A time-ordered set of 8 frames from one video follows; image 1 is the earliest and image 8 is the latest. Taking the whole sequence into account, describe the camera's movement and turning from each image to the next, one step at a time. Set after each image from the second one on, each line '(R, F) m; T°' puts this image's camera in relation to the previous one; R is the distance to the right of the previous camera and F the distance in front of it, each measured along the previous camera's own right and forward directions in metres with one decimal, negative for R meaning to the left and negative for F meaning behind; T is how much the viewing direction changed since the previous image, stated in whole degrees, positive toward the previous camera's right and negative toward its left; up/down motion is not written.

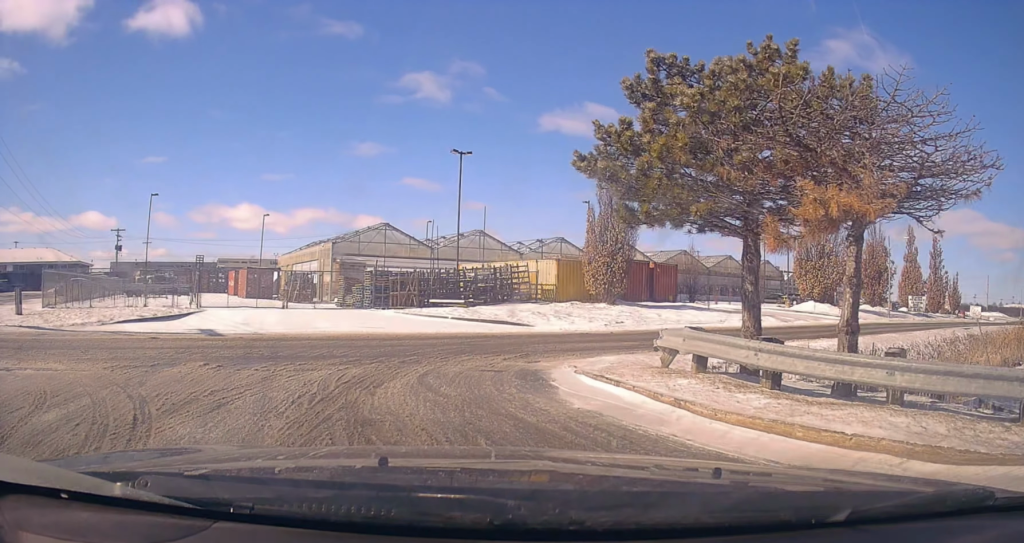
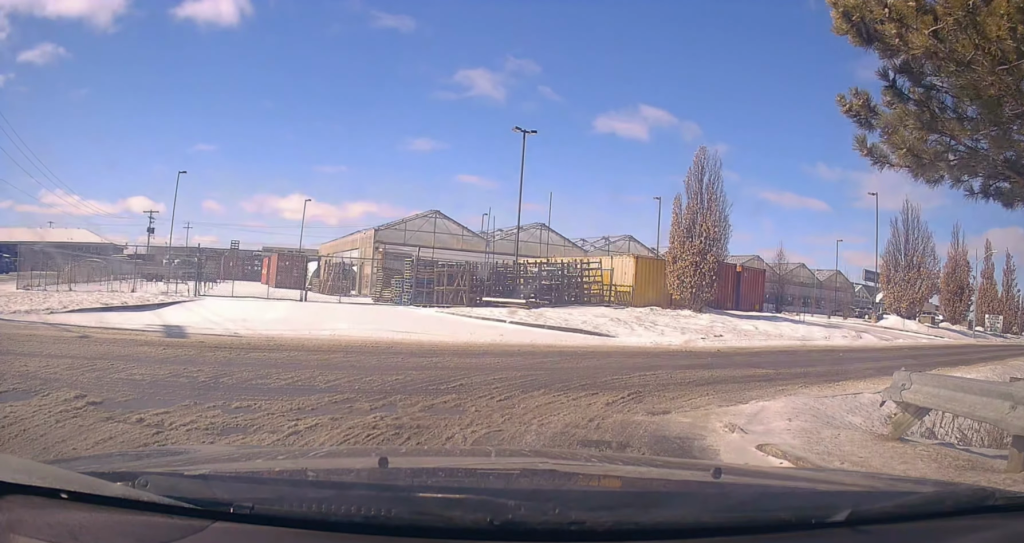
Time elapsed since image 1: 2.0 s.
(+0.2, +5.7) m; +5°
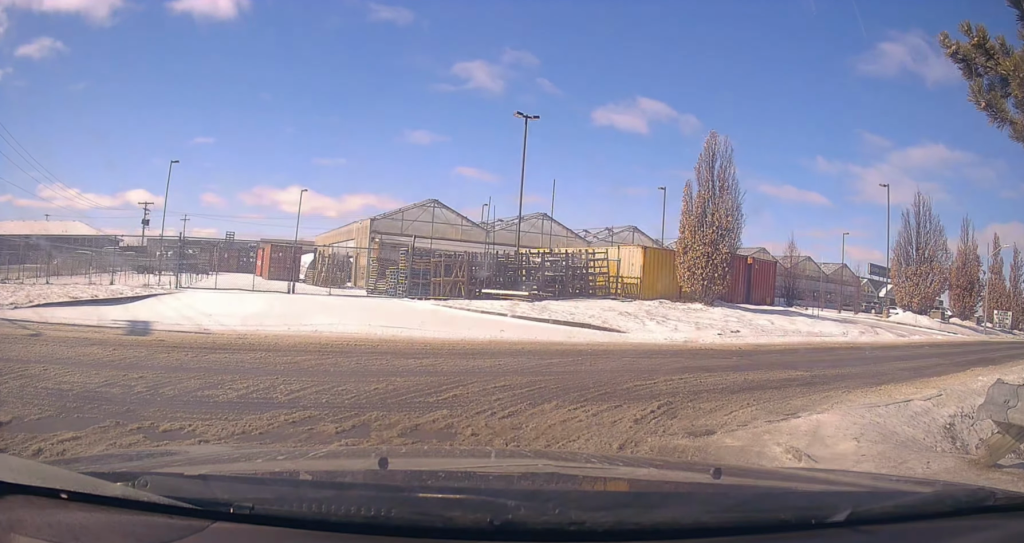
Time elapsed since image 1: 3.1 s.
(-0.1, +1.8) m; +1°
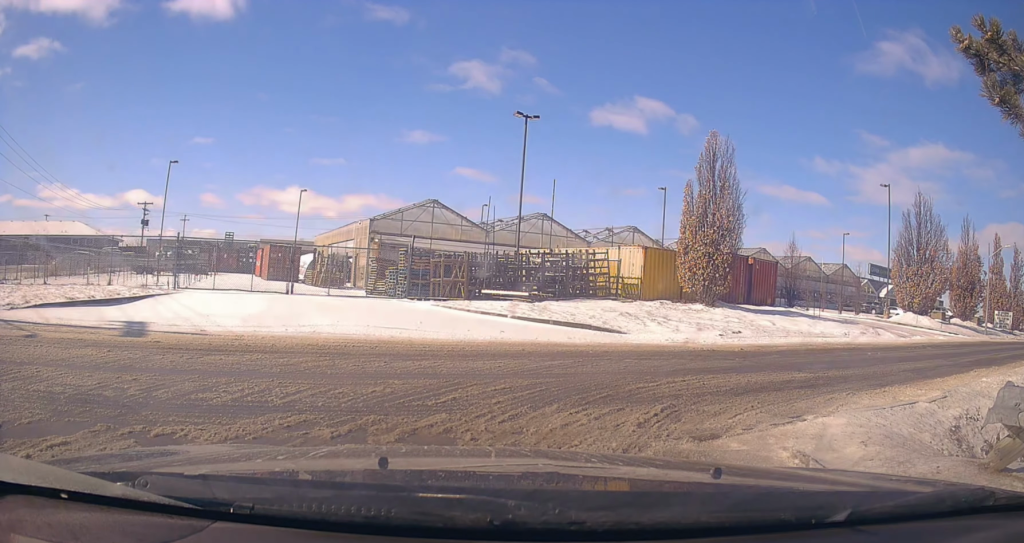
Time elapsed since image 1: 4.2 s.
(-0.3, +1.0) m; 0°
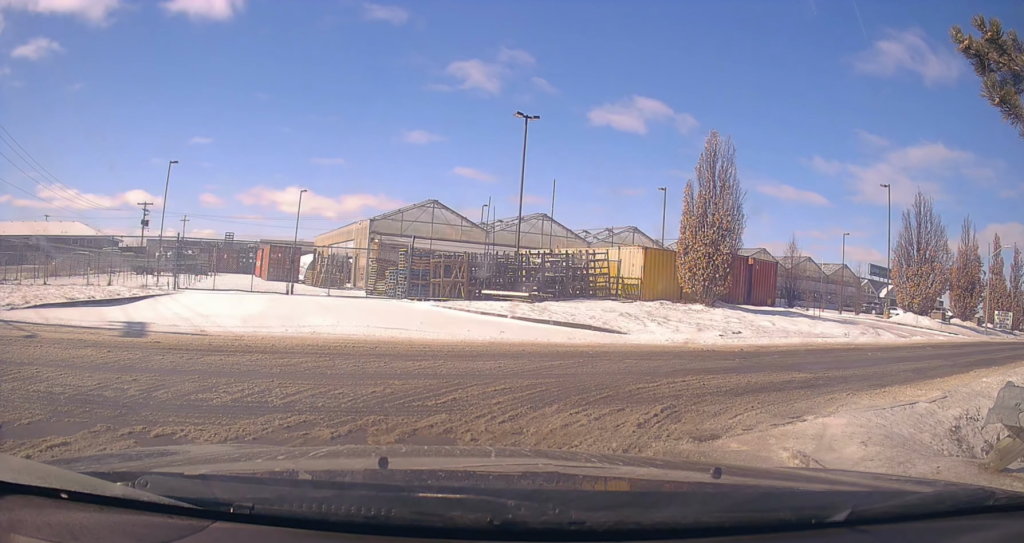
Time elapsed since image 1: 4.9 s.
(-0.3, +0.1) m; 0°
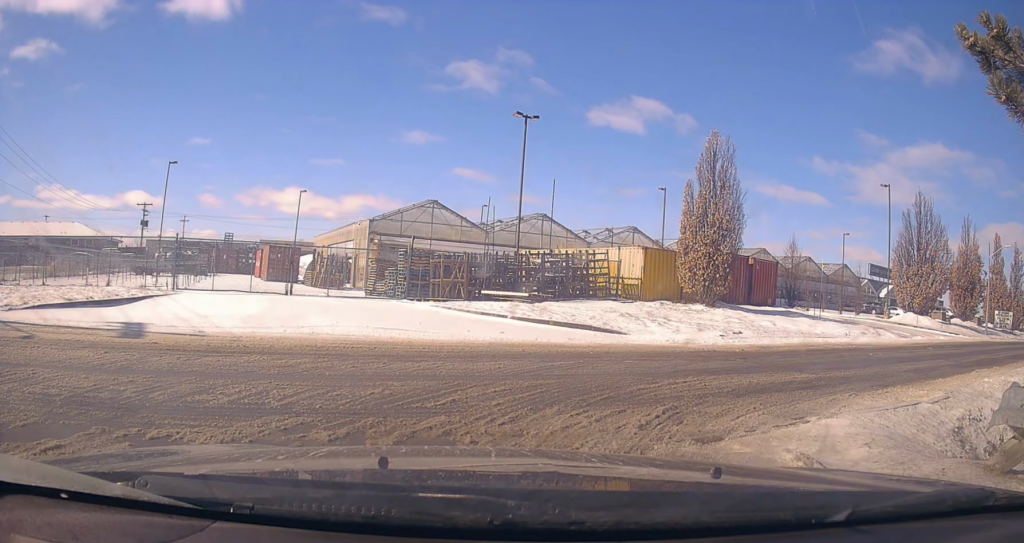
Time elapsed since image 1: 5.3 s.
(0.0, 0.0) m; 0°
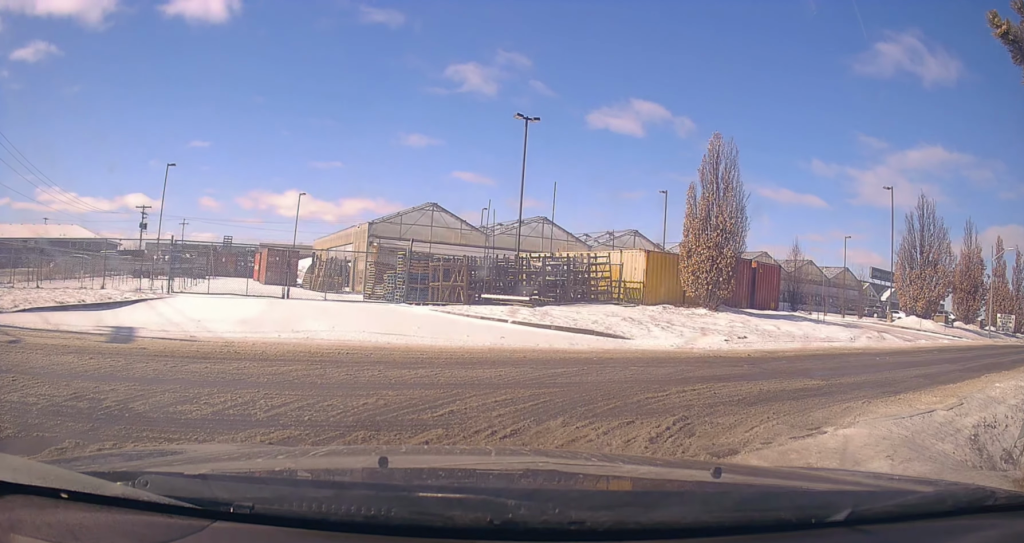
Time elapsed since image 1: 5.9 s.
(-0.1, +0.2) m; 0°
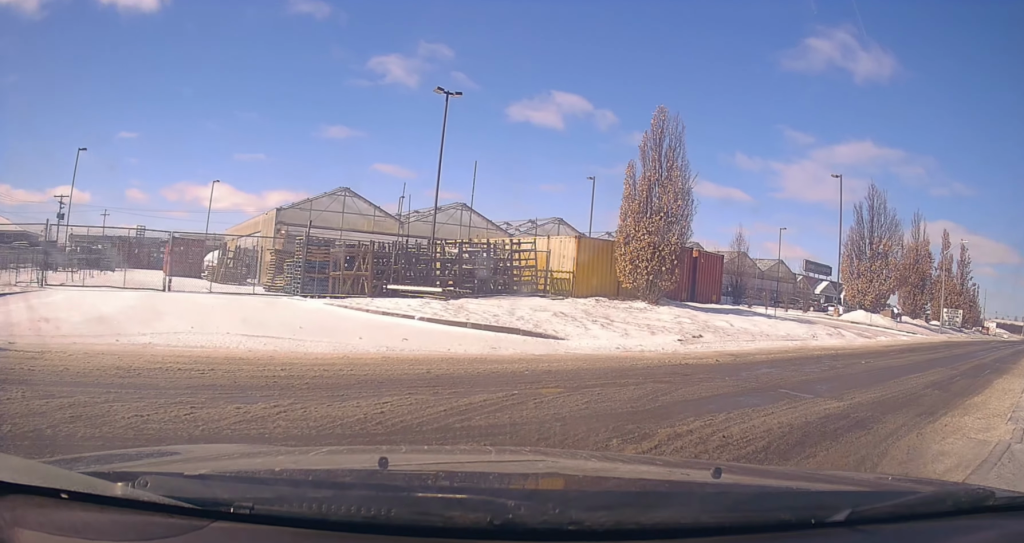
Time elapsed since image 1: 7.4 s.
(+0.1, +2.3) m; +9°
